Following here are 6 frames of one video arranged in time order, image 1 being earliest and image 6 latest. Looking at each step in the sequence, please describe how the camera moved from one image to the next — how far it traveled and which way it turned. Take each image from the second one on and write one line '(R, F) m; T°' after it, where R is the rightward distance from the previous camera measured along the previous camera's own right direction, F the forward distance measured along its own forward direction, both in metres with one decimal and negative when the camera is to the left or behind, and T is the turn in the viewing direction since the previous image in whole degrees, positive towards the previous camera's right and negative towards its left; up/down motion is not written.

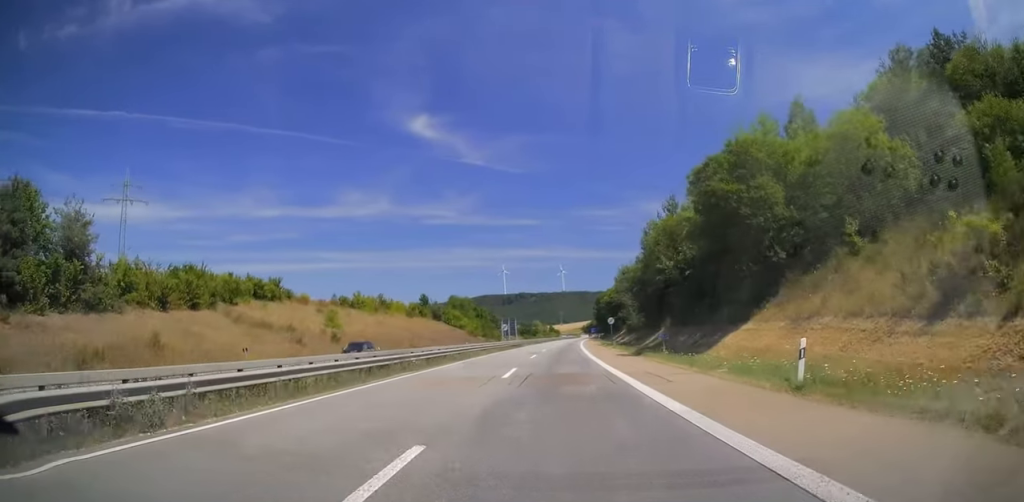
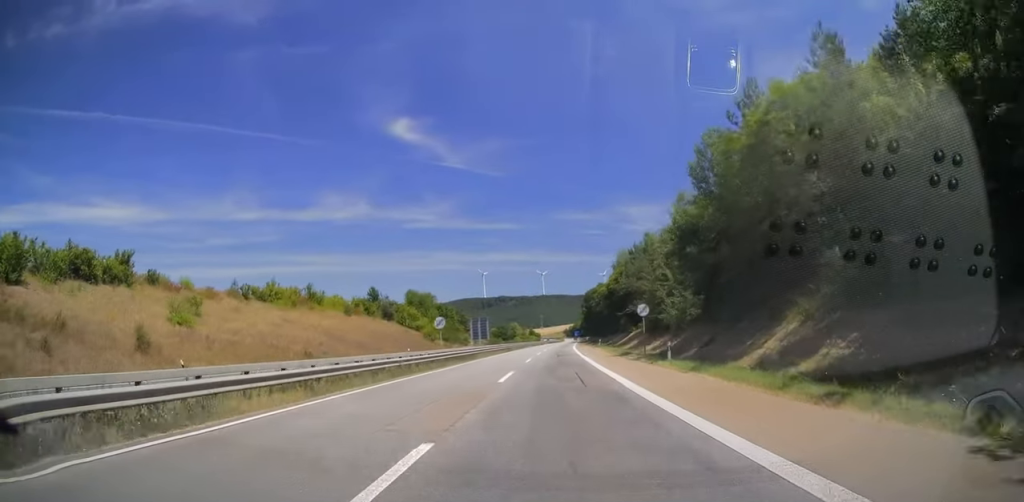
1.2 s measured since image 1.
(+0.6, +35.6) m; +2°
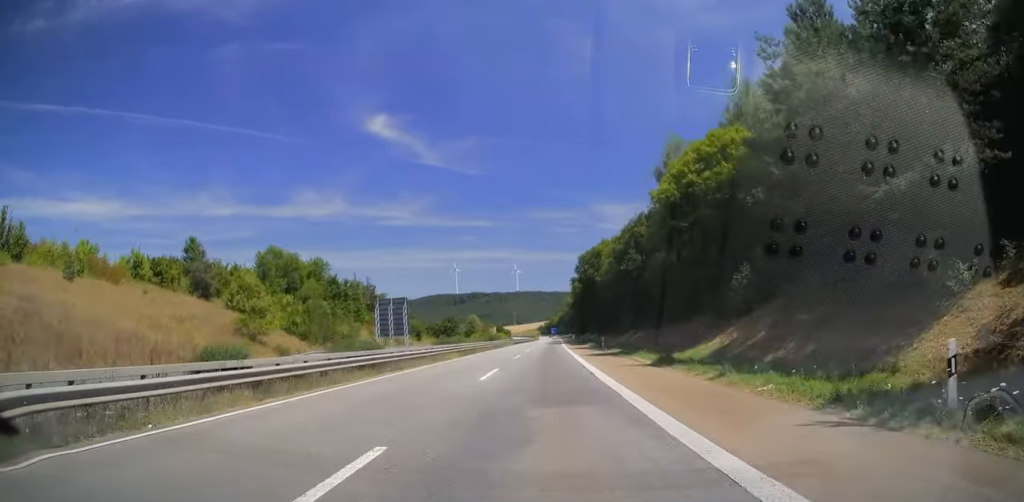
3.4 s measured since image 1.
(+2.0, +71.4) m; +3°
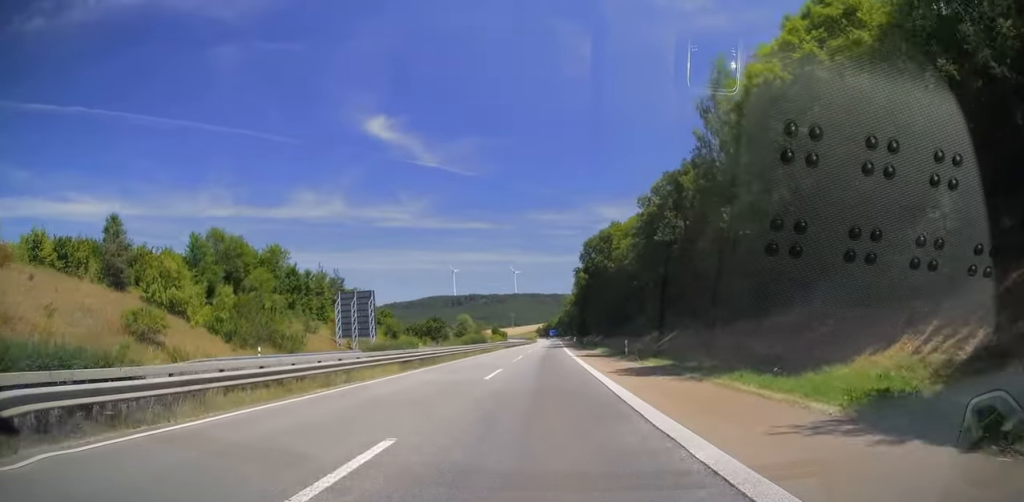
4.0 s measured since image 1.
(+0.2, +17.1) m; 0°
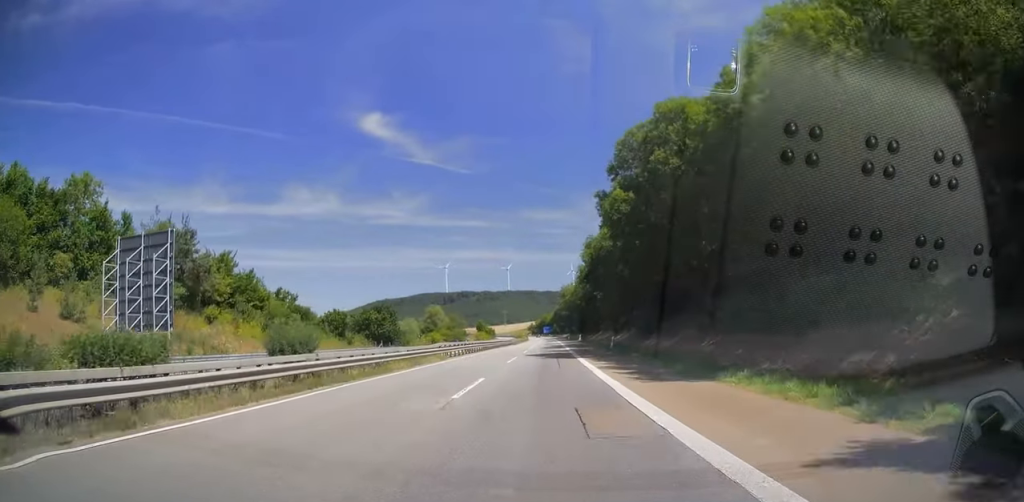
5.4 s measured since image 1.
(-0.2, +42.4) m; 0°
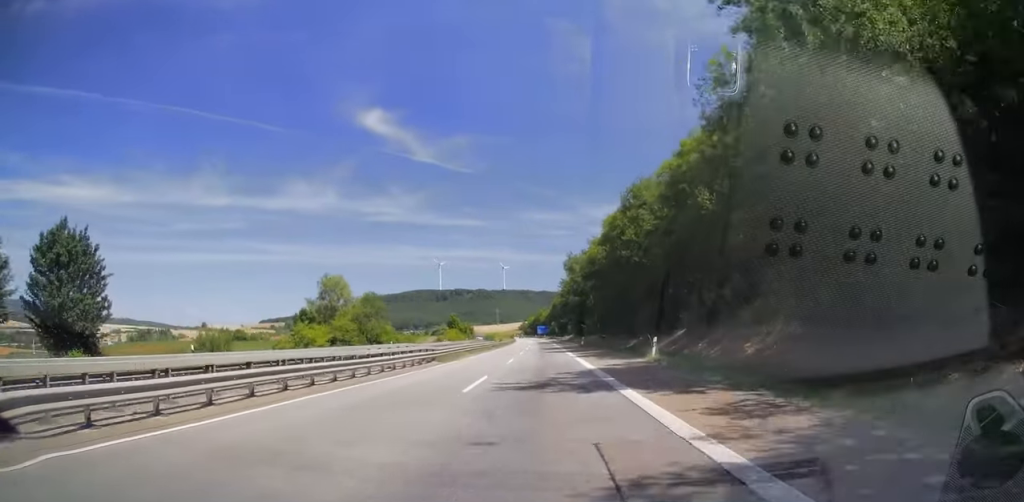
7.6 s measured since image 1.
(+0.4, +69.9) m; 0°
